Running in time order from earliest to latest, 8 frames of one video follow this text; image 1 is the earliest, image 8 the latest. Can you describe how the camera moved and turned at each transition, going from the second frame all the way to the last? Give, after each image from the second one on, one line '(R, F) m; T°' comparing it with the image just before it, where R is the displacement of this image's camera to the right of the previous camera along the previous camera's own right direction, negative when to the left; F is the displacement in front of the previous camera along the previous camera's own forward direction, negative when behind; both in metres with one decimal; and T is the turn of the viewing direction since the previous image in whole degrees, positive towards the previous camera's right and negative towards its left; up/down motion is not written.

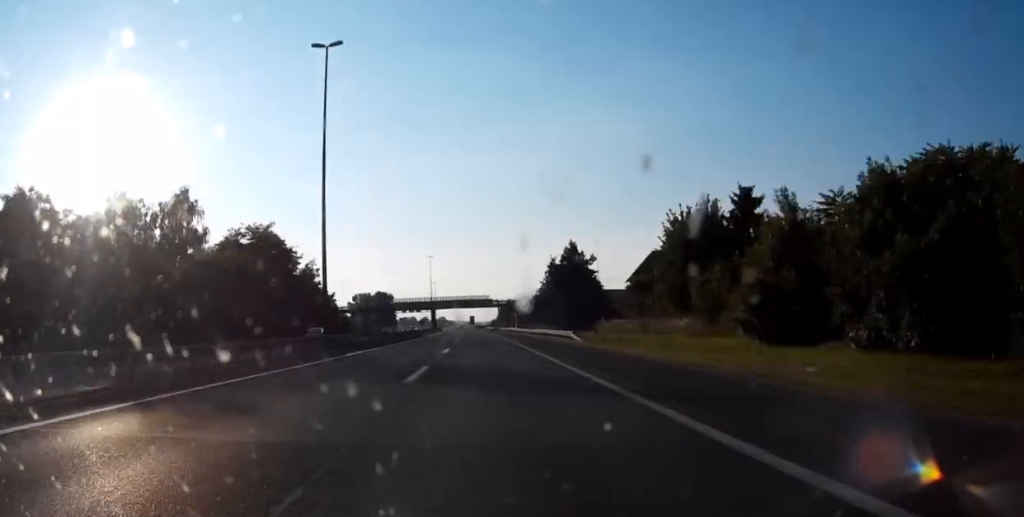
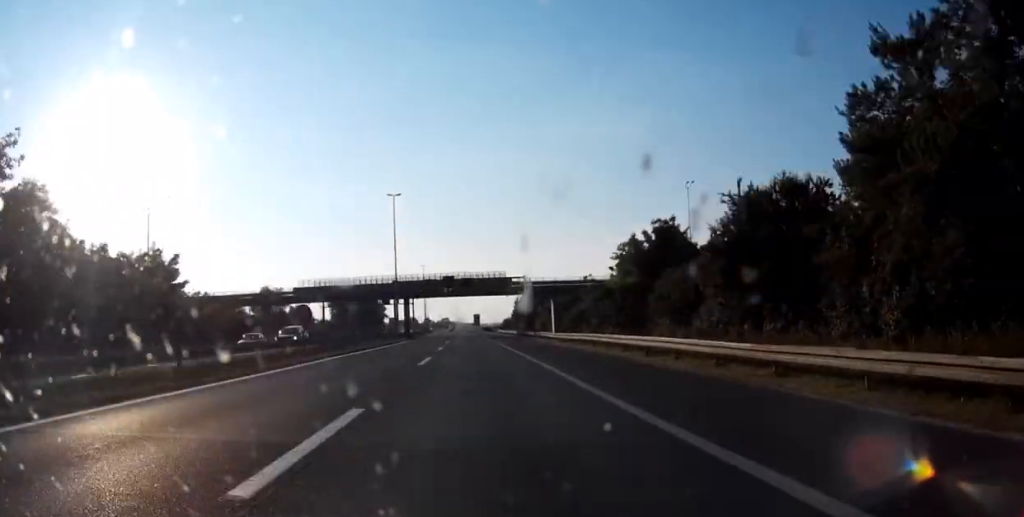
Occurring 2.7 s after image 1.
(-0.4, +82.0) m; -1°
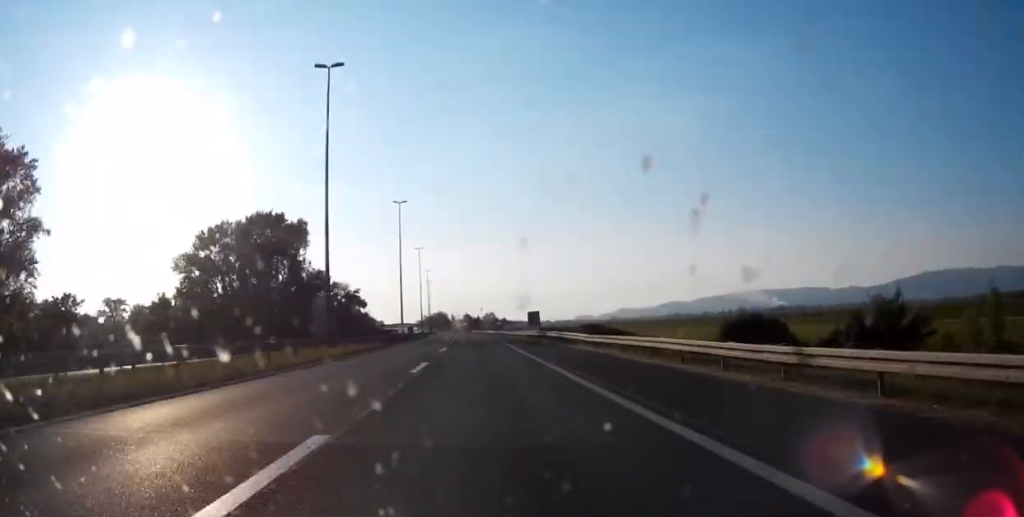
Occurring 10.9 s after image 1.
(-5.6, +253.2) m; -2°
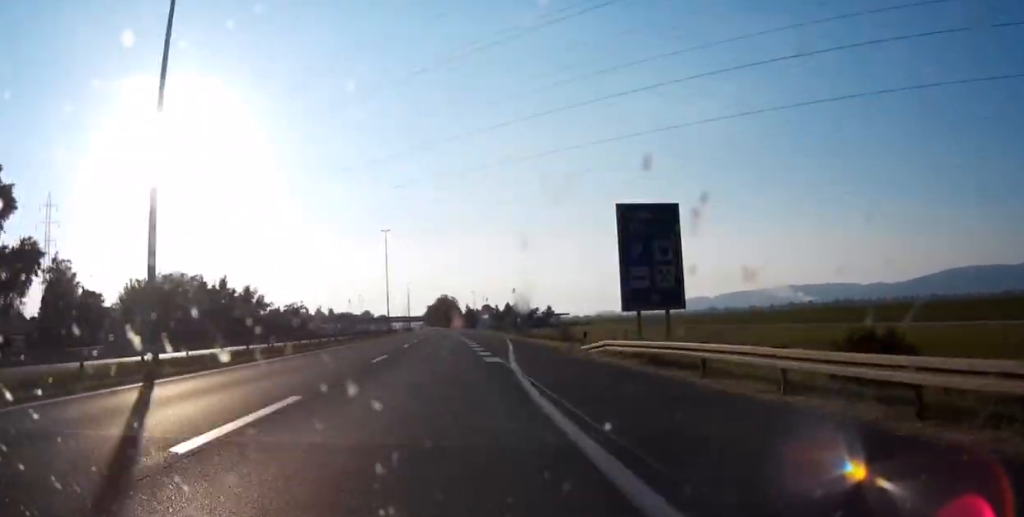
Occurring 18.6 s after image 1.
(-4.1, +230.7) m; -2°
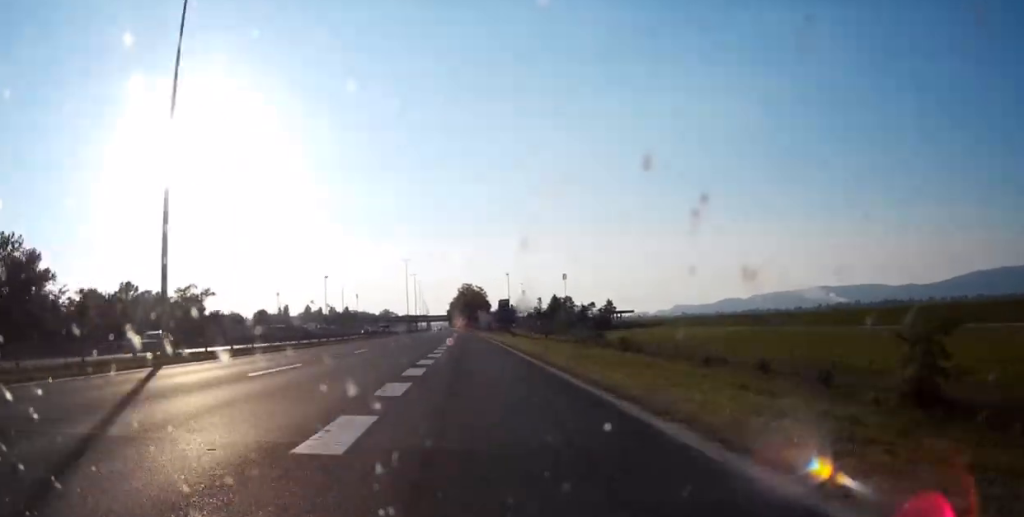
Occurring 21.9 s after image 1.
(-1.1, +97.7) m; -1°
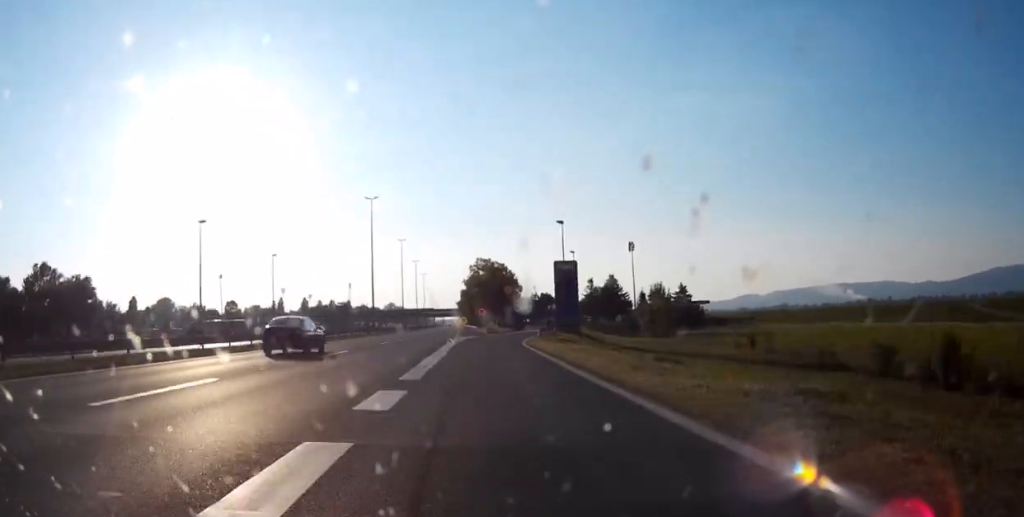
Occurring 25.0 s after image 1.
(-0.6, +56.2) m; +1°
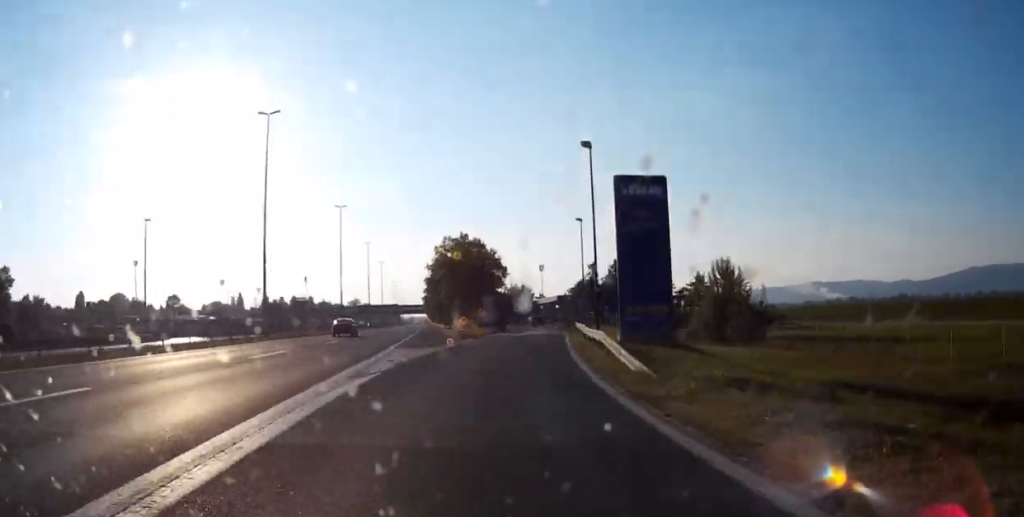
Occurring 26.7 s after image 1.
(-0.1, +29.5) m; +1°
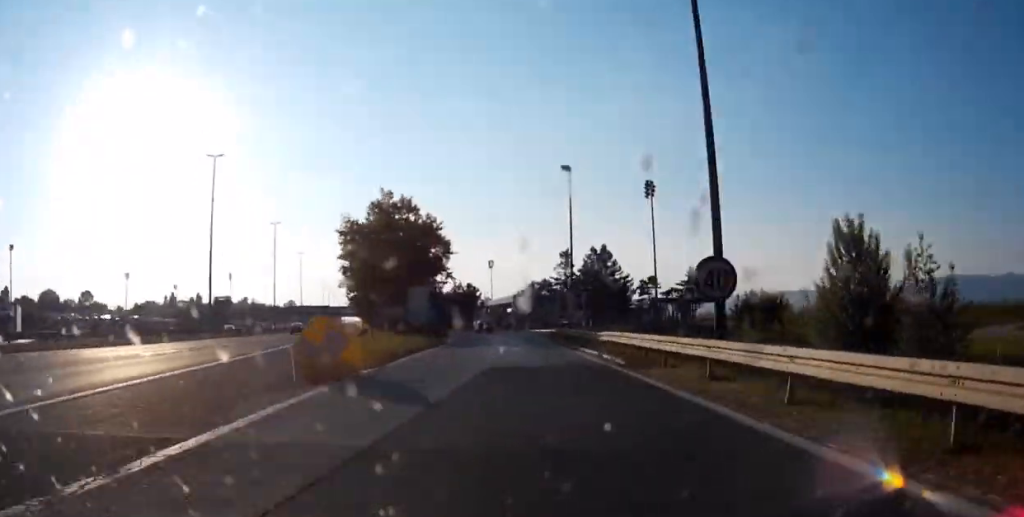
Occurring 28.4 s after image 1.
(+0.8, +27.4) m; +1°
